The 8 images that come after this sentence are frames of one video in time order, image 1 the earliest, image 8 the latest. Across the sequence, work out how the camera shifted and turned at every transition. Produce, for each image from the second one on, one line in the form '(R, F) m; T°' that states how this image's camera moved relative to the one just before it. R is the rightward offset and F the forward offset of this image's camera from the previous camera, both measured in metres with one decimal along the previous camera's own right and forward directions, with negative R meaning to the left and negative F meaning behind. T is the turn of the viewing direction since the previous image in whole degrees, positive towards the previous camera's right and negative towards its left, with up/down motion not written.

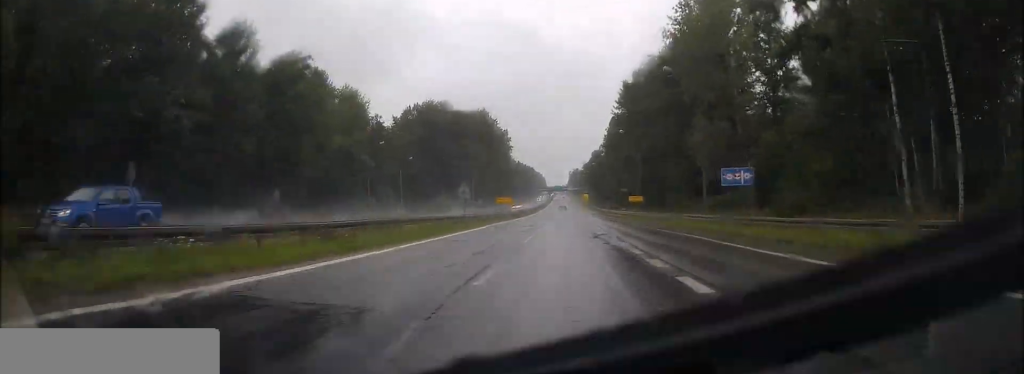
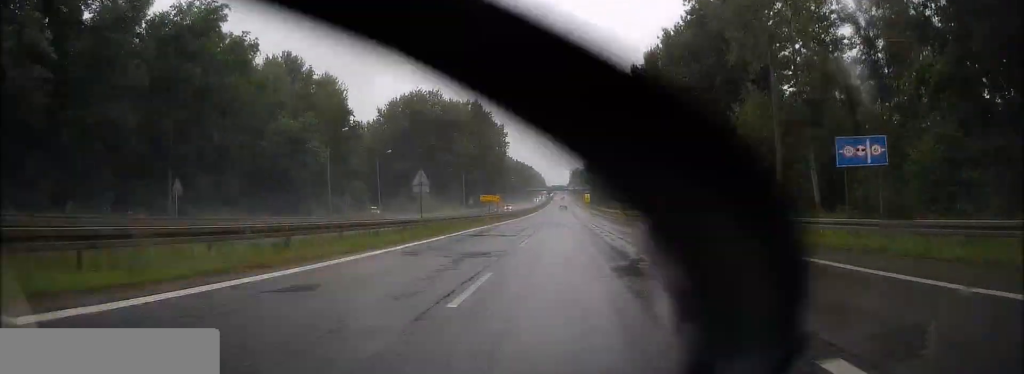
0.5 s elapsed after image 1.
(-0.1, +14.1) m; 0°
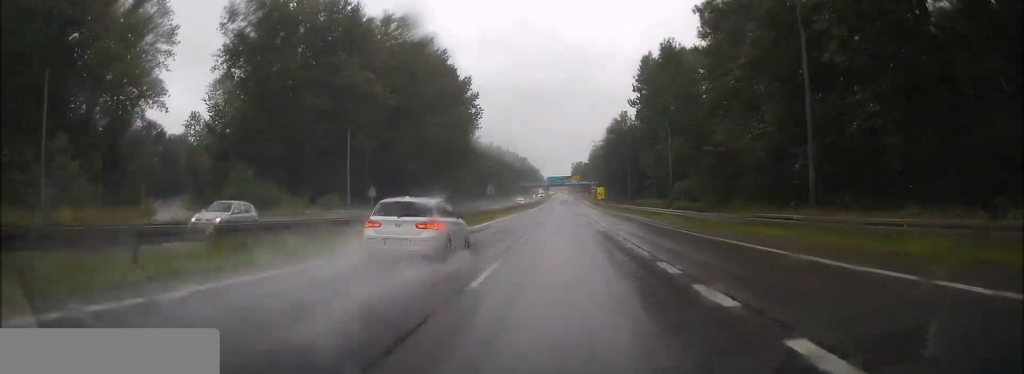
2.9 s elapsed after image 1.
(-0.3, +69.1) m; 0°
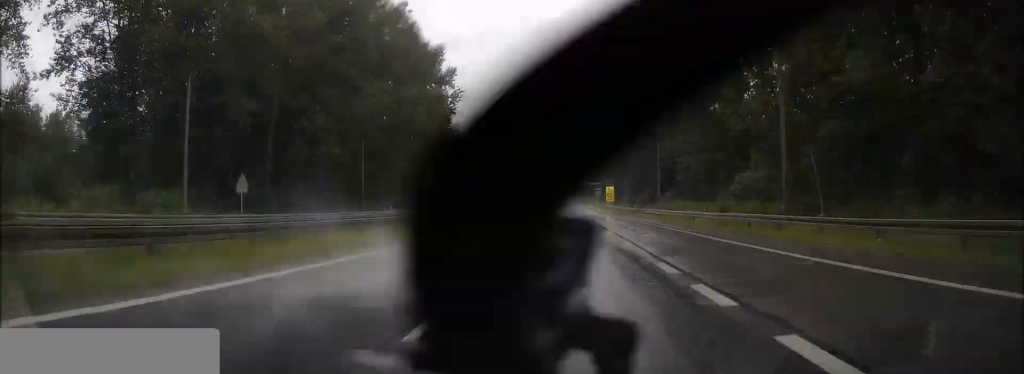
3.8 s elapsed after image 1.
(-0.1, +27.6) m; 0°
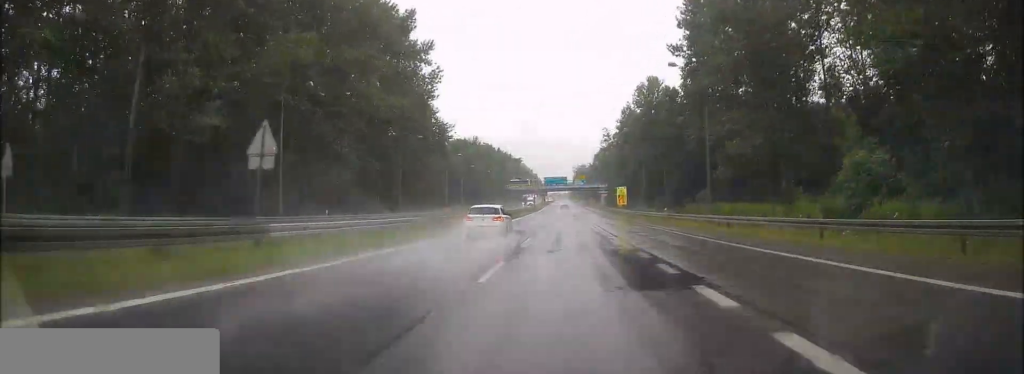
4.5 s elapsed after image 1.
(0.0, +19.9) m; 0°
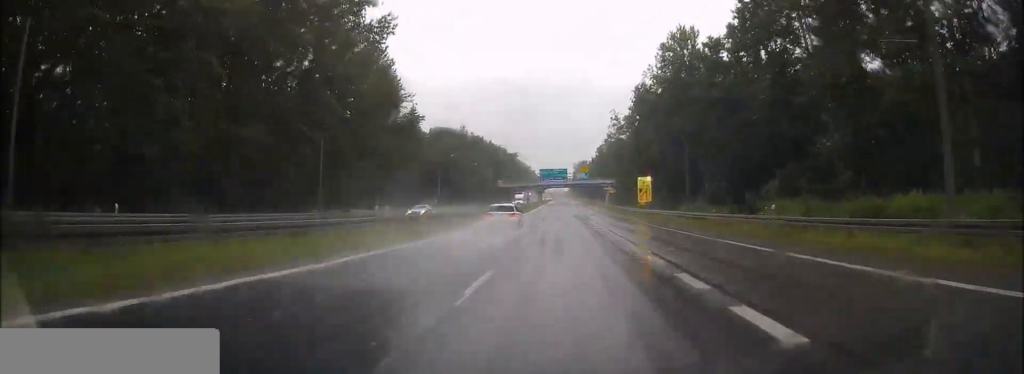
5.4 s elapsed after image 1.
(0.0, +26.0) m; 0°
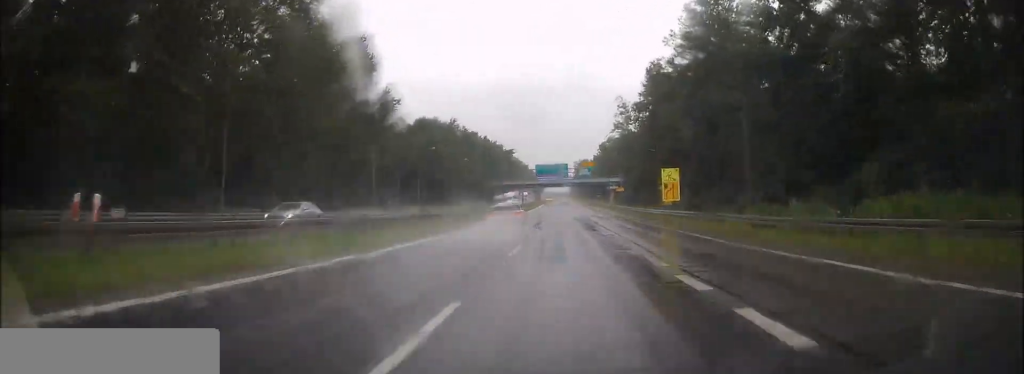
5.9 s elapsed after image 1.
(0.0, +16.0) m; 0°
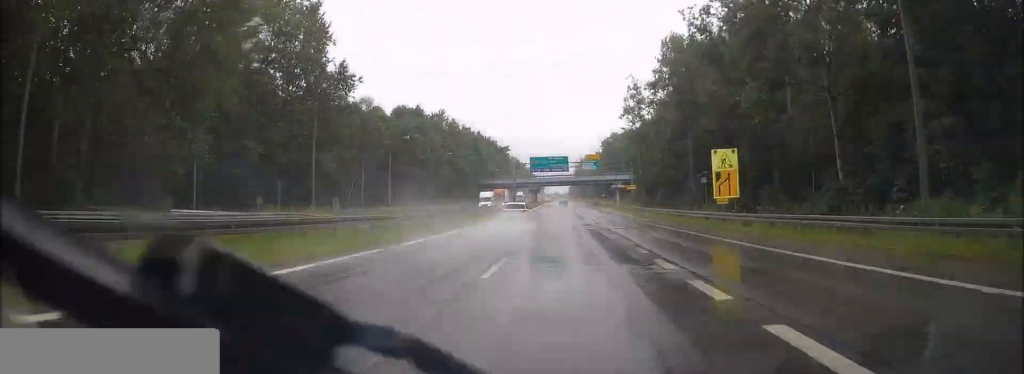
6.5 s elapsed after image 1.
(+0.1, +17.0) m; 0°
